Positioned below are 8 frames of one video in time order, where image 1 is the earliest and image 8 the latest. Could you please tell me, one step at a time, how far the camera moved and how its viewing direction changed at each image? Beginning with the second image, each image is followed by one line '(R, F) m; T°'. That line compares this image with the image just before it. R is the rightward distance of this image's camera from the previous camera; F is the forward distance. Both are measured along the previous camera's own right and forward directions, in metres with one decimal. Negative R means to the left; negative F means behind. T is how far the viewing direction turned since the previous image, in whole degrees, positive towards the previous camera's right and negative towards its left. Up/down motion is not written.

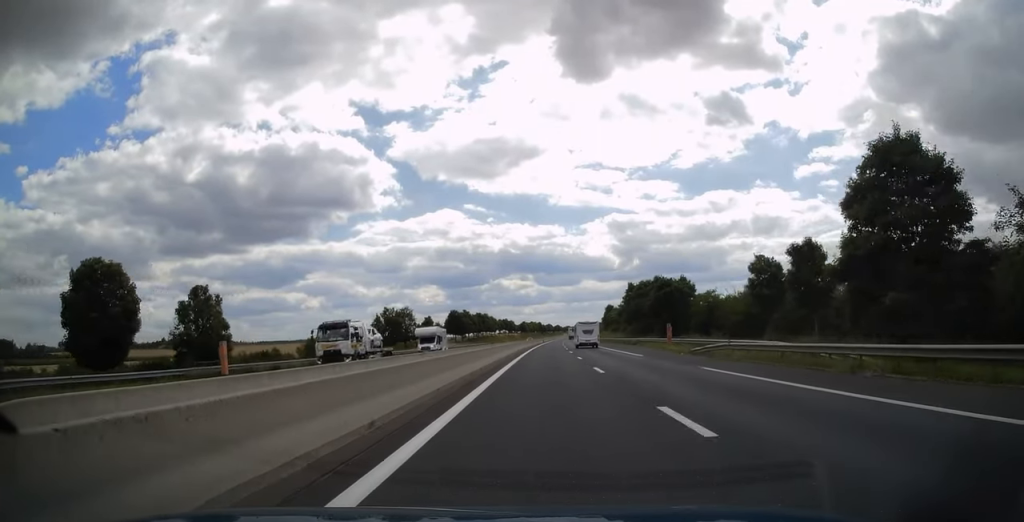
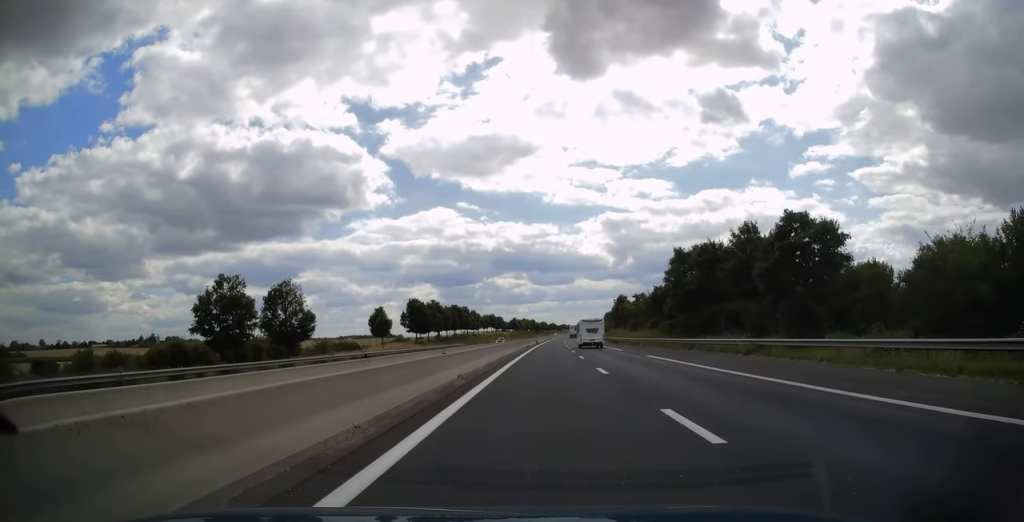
(-0.3, +40.0) m; 0°
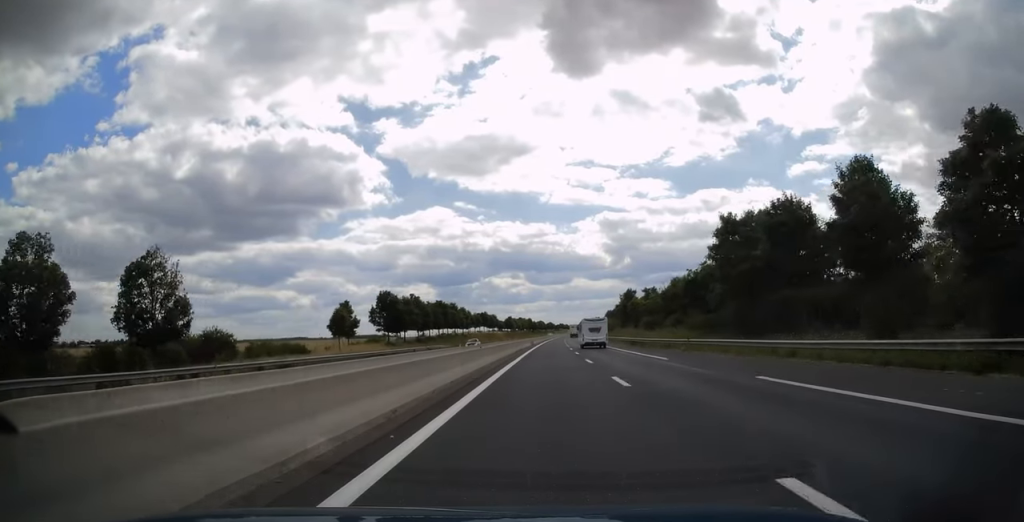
(+0.3, +17.9) m; +1°
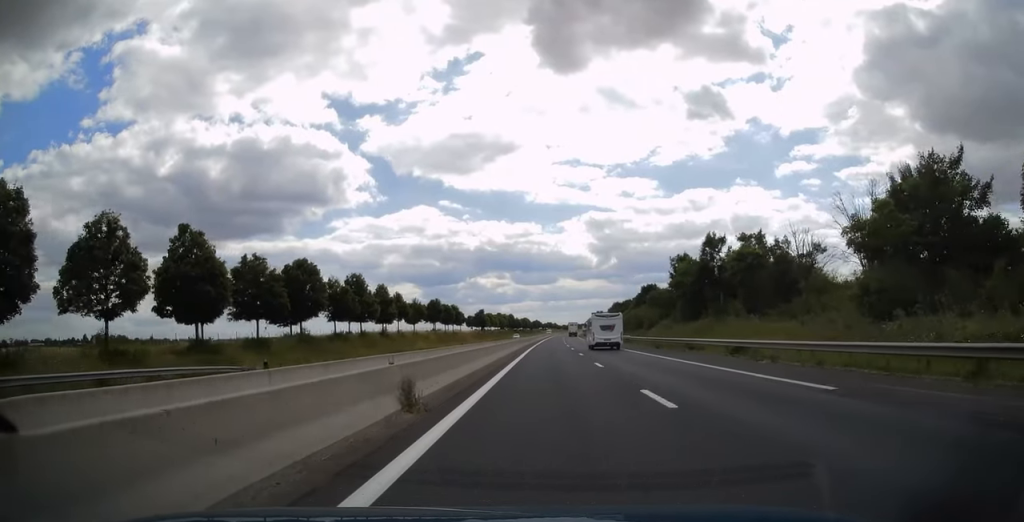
(+0.8, +69.1) m; +1°
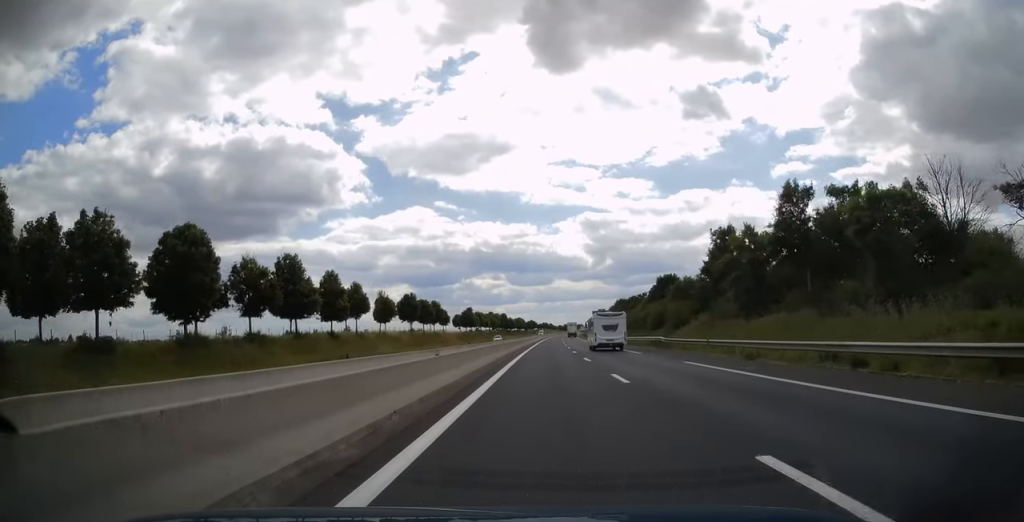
(+0.2, +20.5) m; +1°
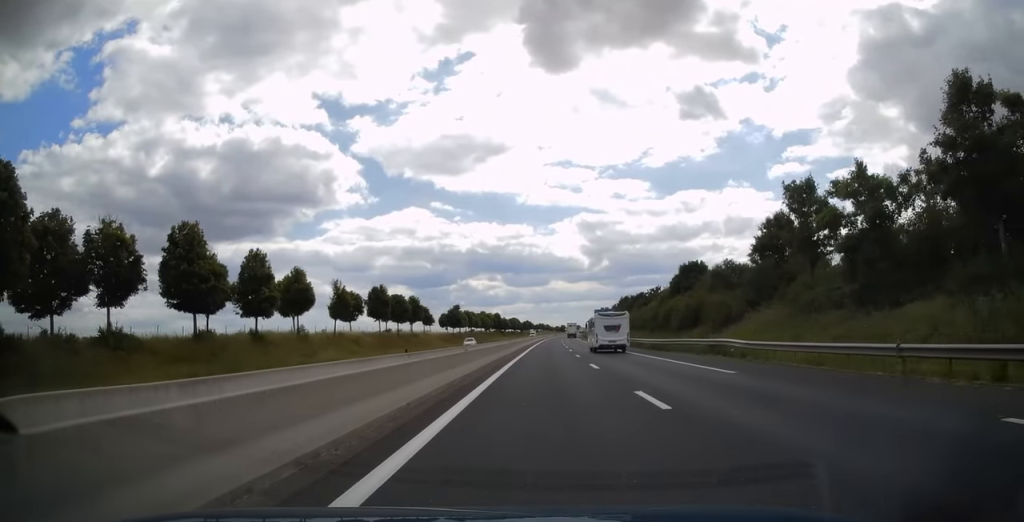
(+0.1, +18.4) m; +1°
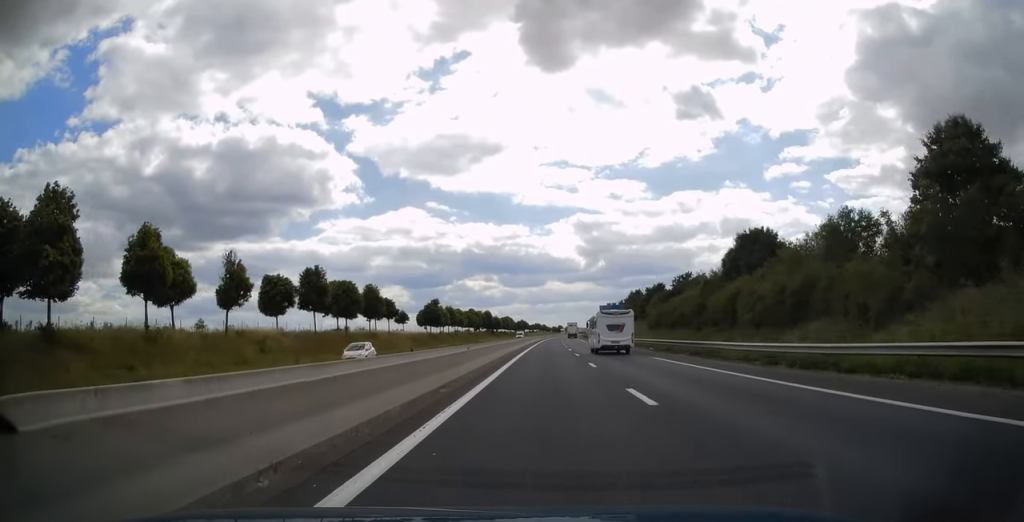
(0.0, +25.1) m; +1°
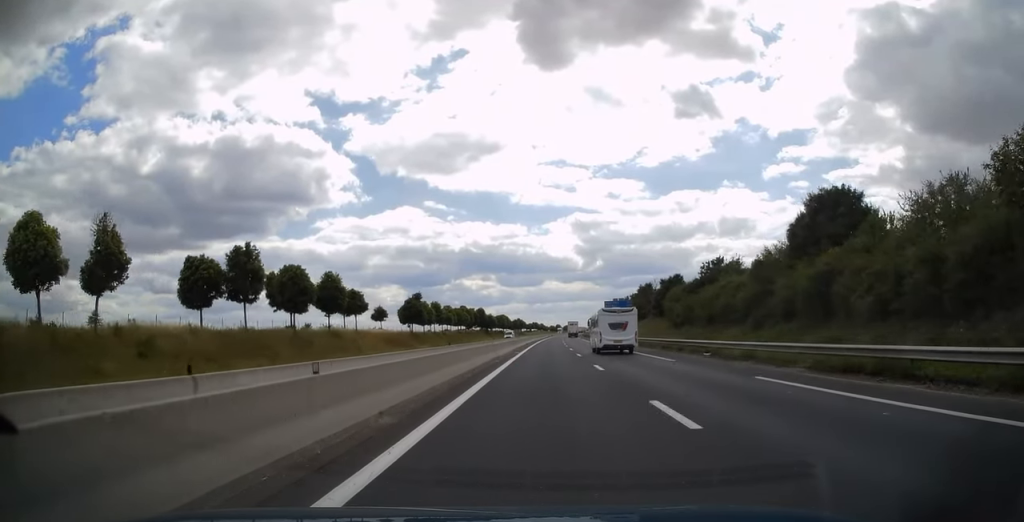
(+0.2, +15.8) m; 0°
